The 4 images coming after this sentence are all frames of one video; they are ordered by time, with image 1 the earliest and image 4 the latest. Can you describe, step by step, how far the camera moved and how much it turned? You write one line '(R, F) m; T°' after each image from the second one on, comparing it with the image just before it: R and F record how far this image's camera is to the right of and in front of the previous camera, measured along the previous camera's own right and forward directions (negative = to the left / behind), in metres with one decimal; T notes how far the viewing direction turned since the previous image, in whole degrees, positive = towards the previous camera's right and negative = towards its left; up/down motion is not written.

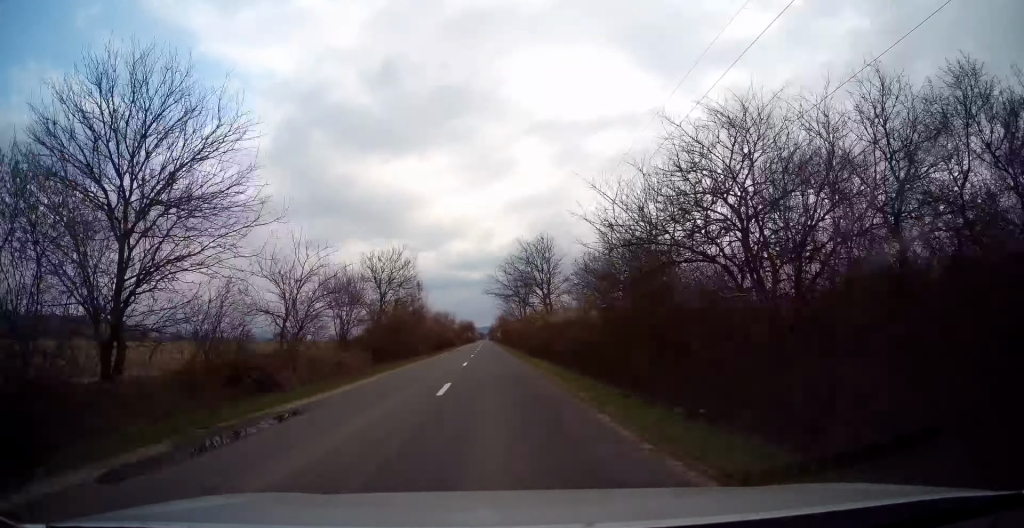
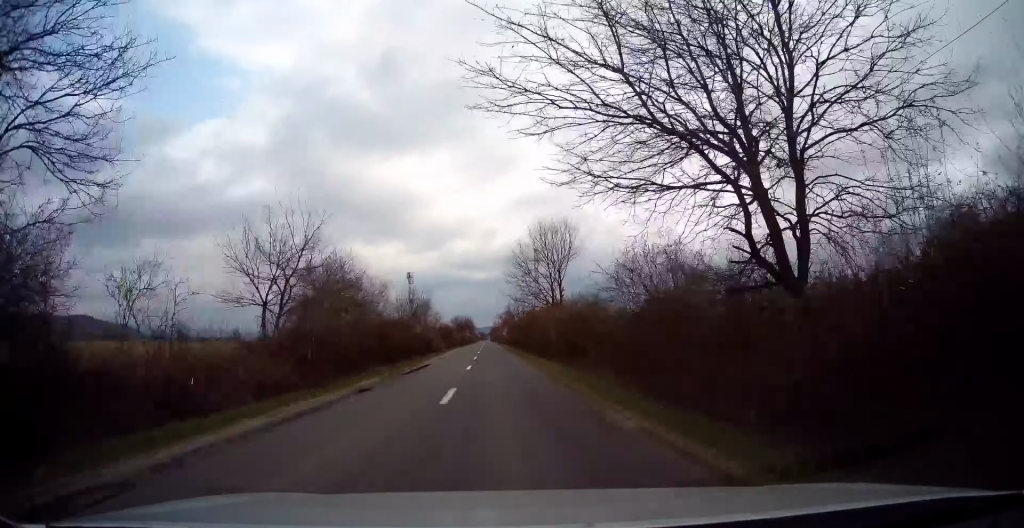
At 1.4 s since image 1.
(-0.1, +36.7) m; 0°
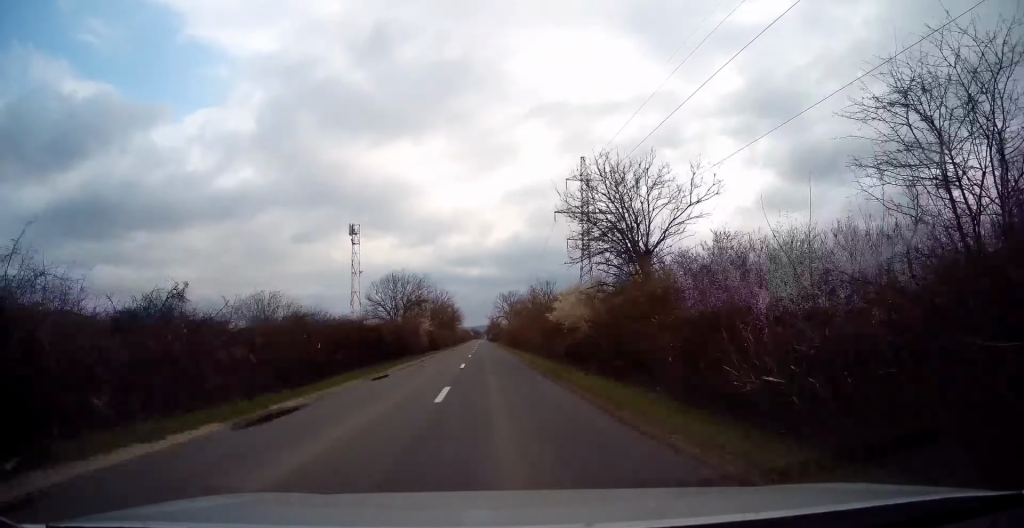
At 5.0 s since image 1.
(+0.5, +95.9) m; 0°
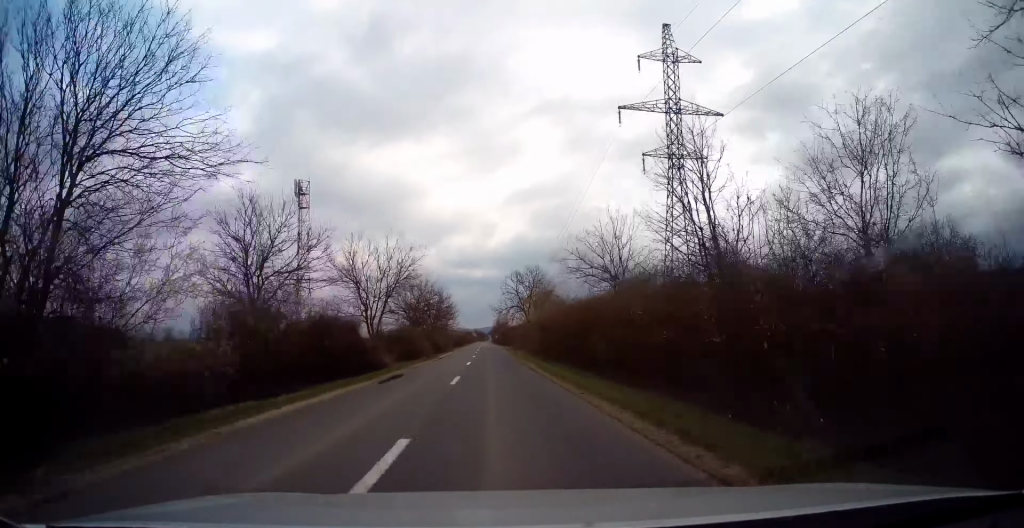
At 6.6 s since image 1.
(-0.5, +42.5) m; -1°
